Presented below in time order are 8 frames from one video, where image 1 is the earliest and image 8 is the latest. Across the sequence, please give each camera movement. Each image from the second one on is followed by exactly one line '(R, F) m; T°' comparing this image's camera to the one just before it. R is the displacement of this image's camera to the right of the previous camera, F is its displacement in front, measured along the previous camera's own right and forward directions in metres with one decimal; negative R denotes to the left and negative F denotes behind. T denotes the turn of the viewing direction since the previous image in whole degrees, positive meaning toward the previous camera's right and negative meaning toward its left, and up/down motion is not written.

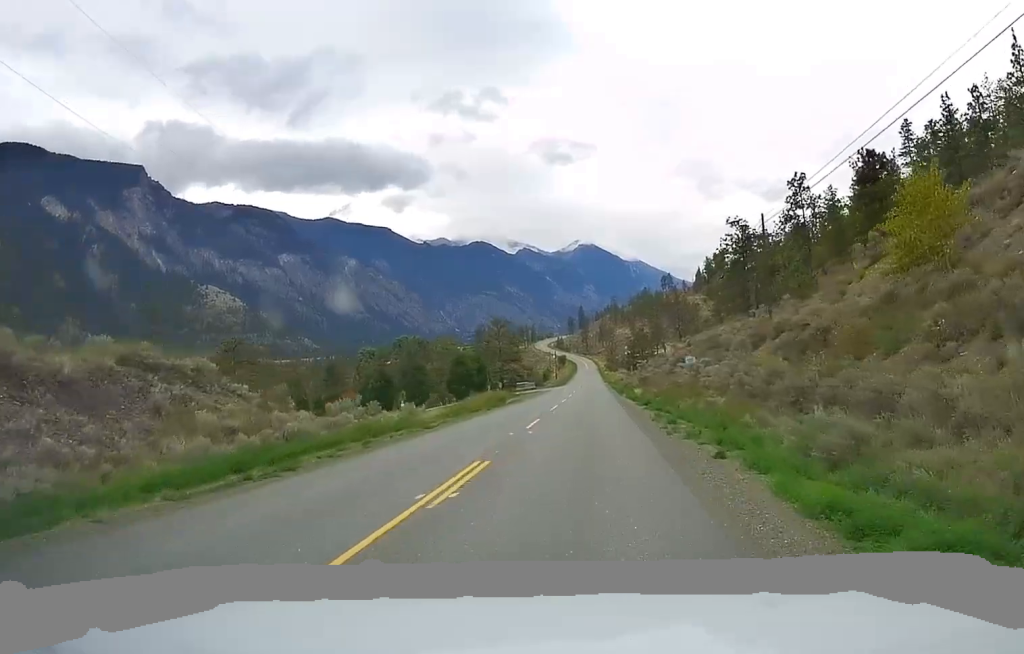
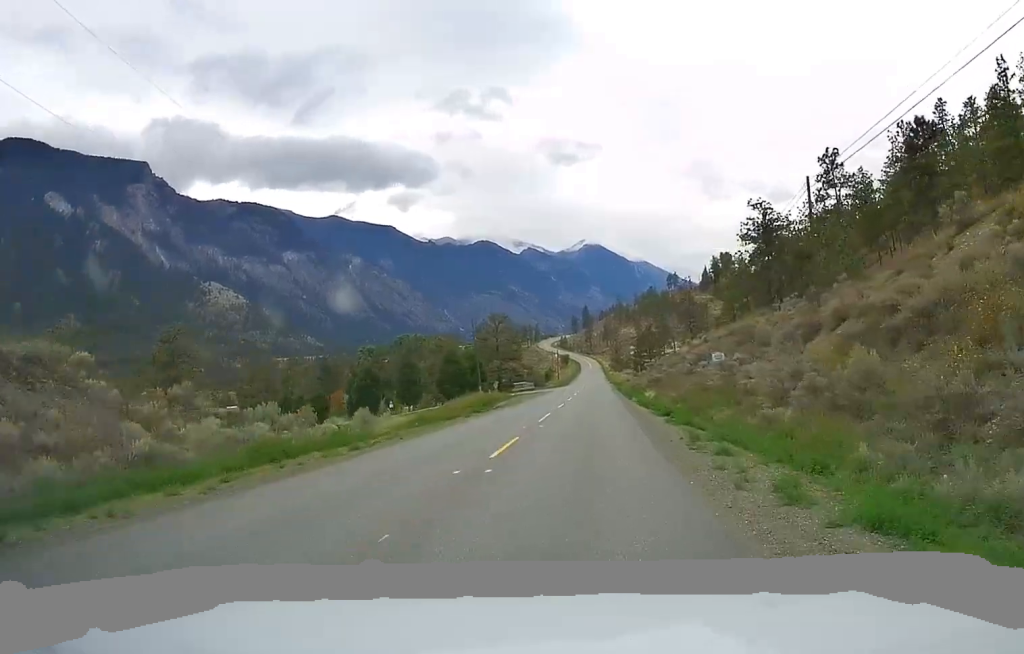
(-0.1, +9.6) m; 0°
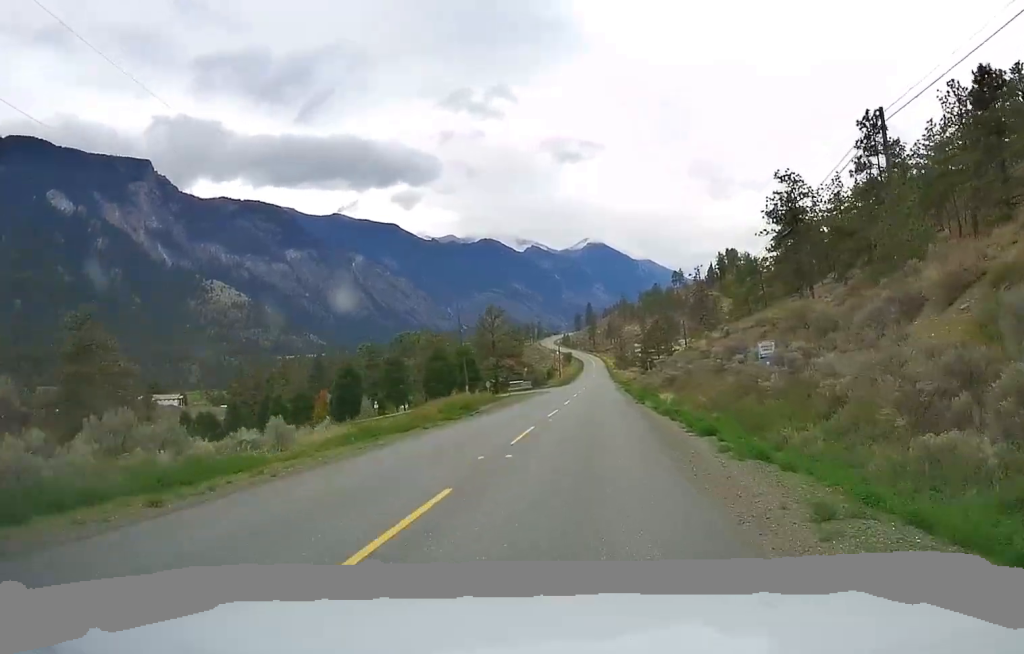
(+0.1, +10.4) m; 0°
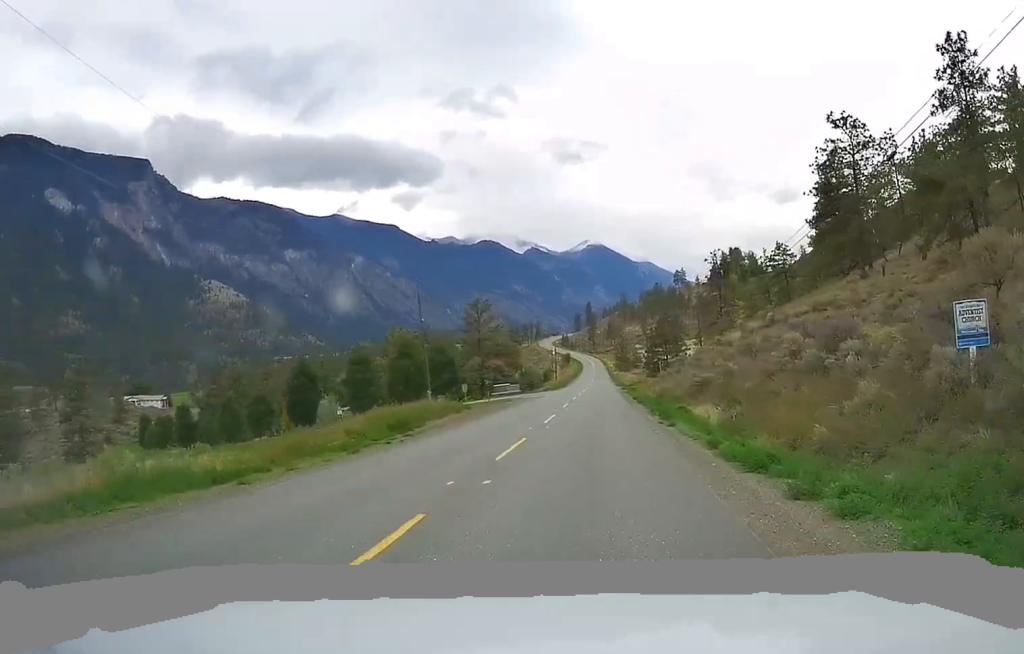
(+0.3, +16.0) m; -1°
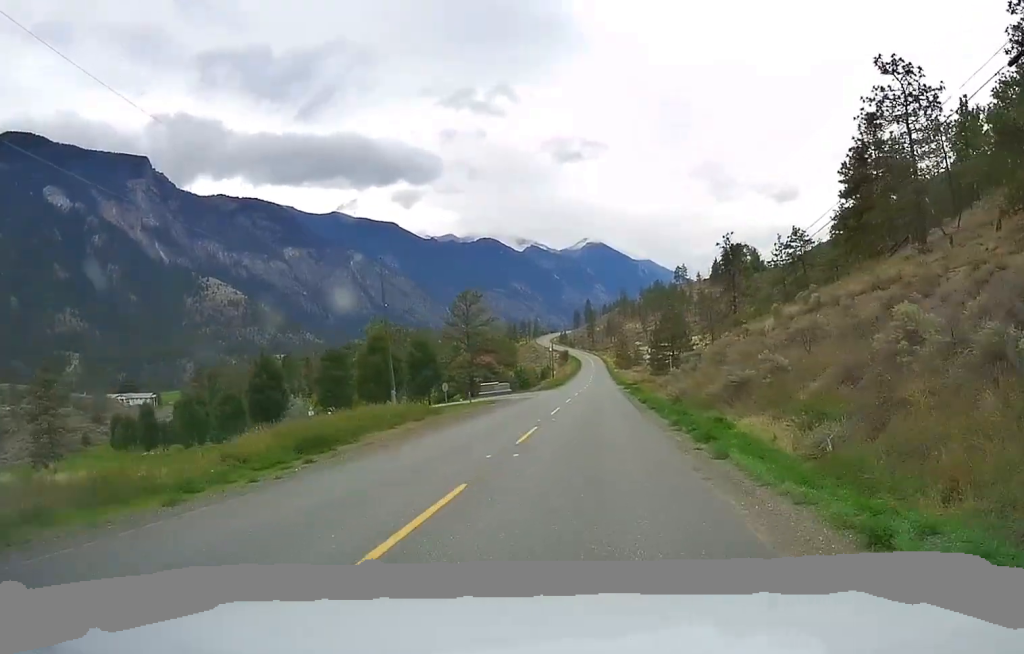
(-0.3, +9.7) m; -1°
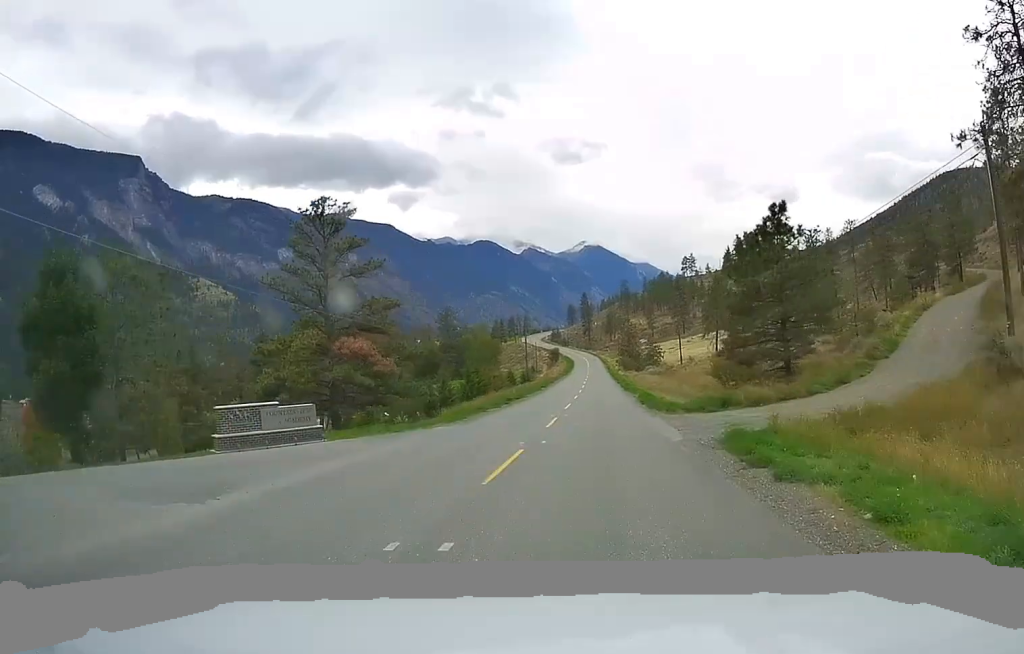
(-0.3, +59.7) m; 0°
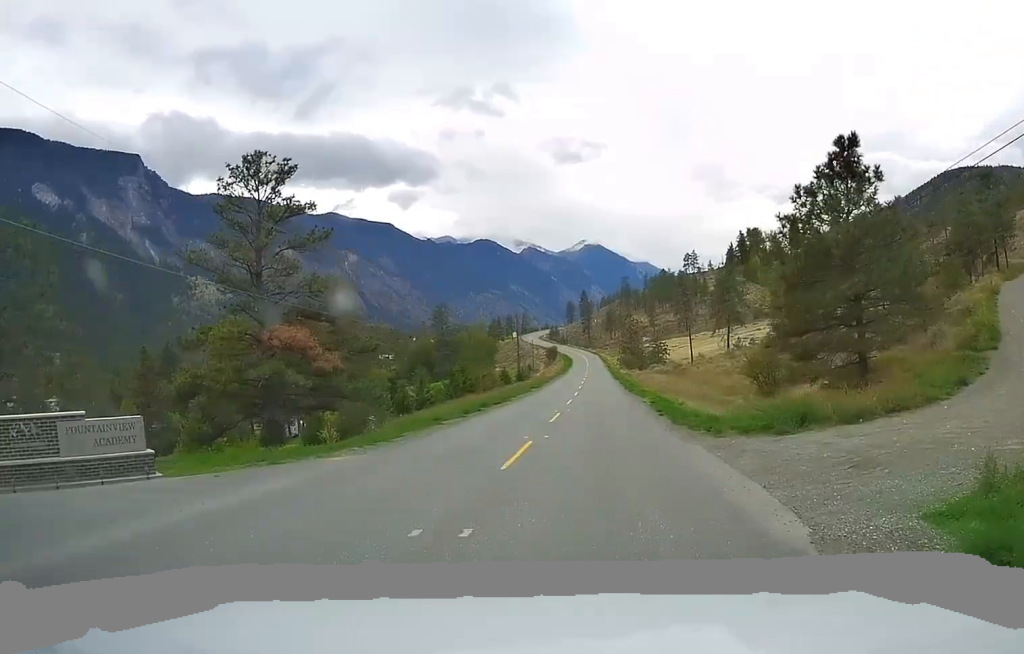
(-0.2, +11.4) m; 0°
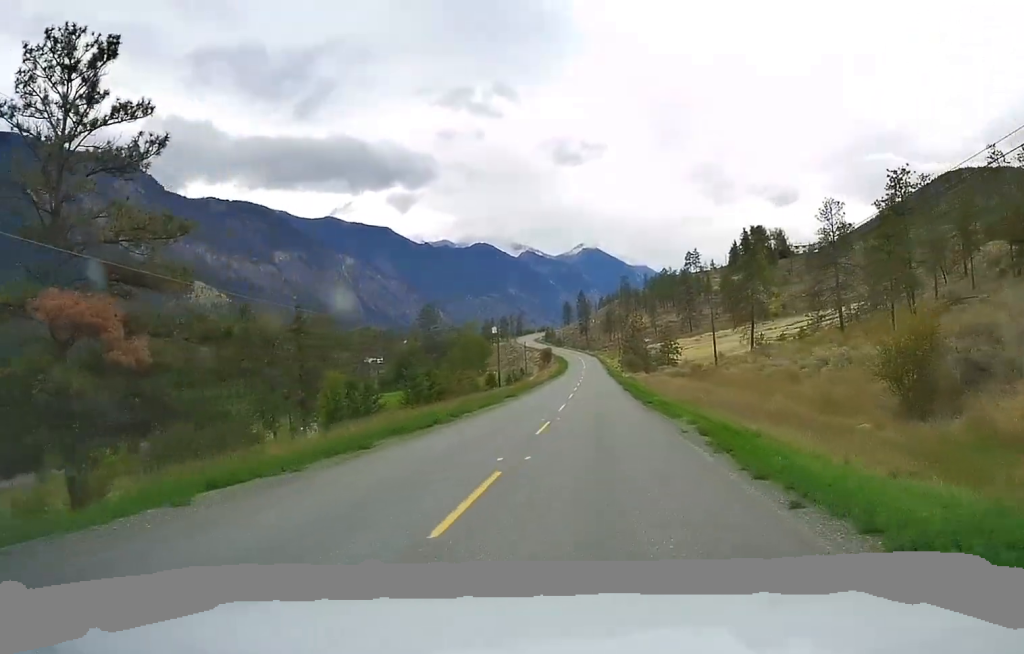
(+0.3, +18.5) m; +1°
